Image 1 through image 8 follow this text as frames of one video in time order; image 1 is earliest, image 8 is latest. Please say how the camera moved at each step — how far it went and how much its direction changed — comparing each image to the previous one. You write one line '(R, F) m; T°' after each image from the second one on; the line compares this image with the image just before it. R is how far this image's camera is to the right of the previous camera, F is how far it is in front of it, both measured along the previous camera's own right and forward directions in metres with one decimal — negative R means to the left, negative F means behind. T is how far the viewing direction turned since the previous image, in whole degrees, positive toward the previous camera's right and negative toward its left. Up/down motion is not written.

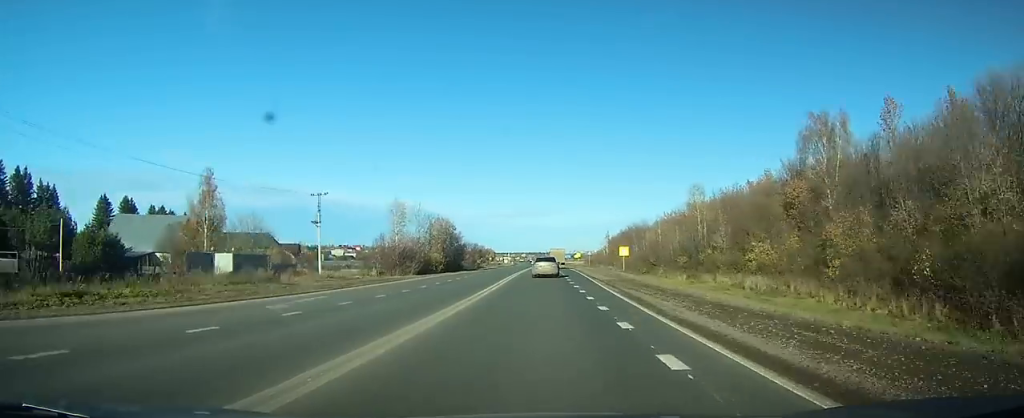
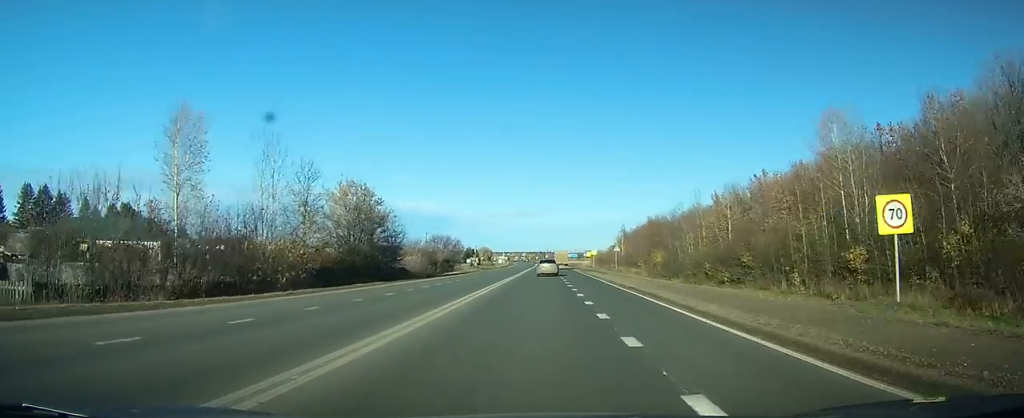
(0.0, +50.7) m; 0°
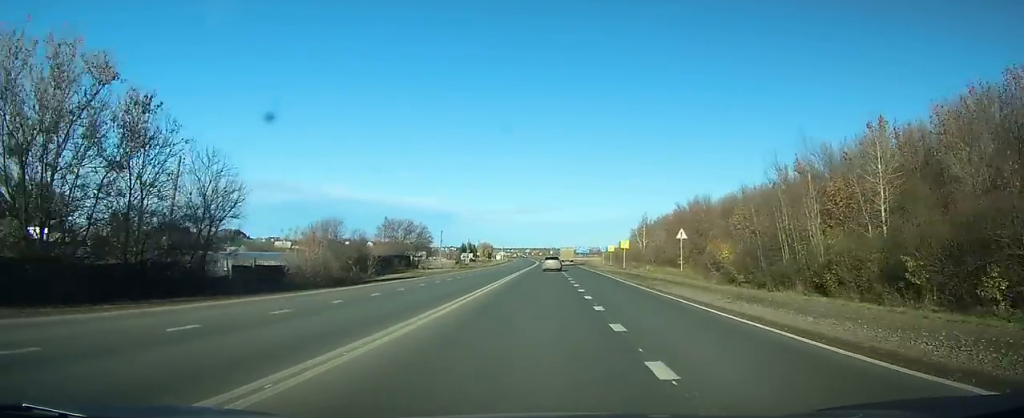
(0.0, +38.3) m; 0°
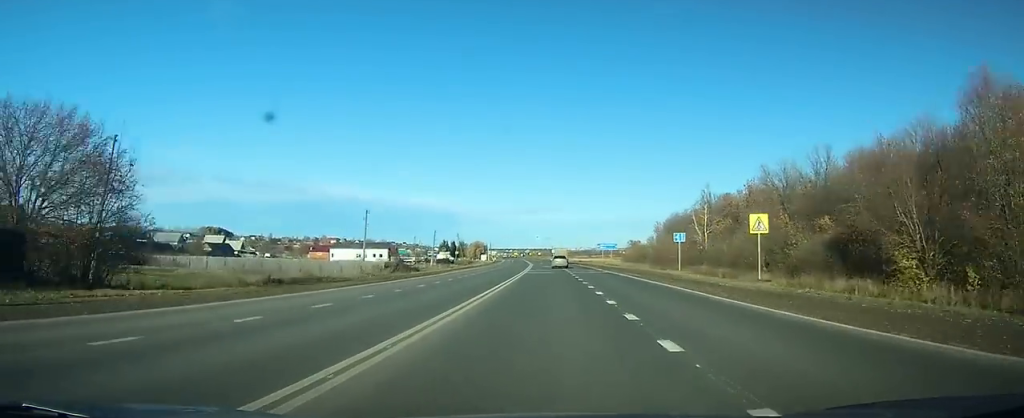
(-0.5, +66.6) m; -1°
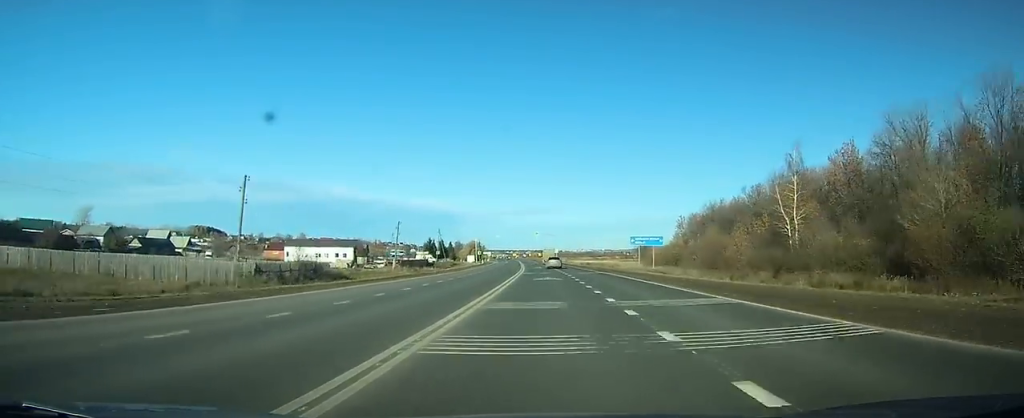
(0.0, +39.2) m; 0°
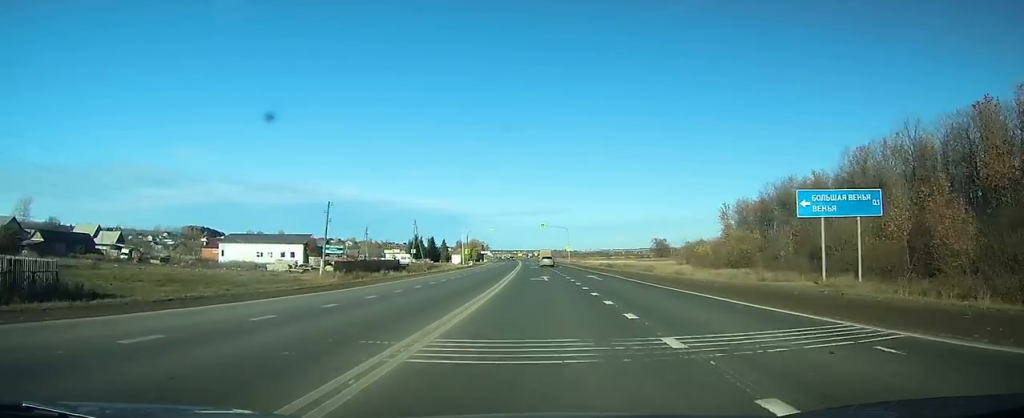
(+0.2, +41.1) m; 0°
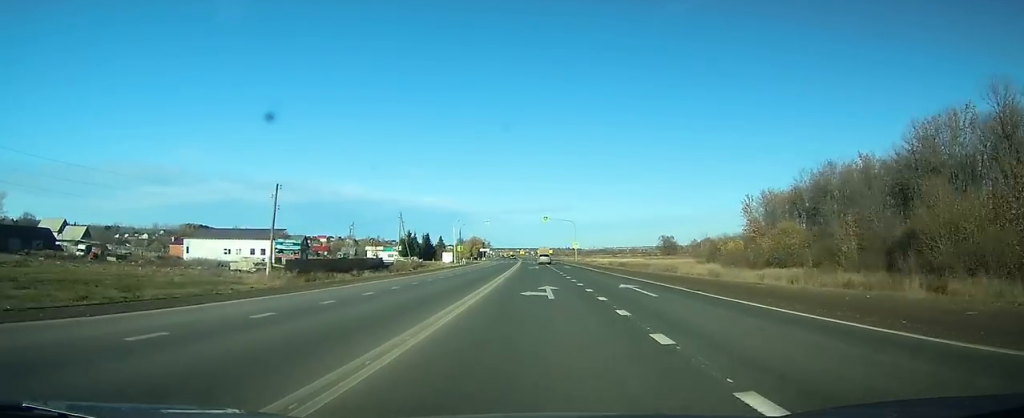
(-0.1, +15.6) m; 0°
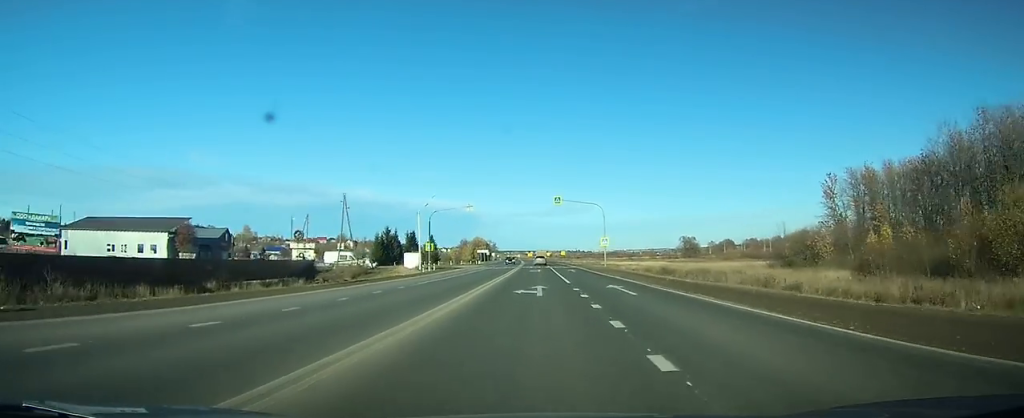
(-0.3, +37.5) m; -1°
